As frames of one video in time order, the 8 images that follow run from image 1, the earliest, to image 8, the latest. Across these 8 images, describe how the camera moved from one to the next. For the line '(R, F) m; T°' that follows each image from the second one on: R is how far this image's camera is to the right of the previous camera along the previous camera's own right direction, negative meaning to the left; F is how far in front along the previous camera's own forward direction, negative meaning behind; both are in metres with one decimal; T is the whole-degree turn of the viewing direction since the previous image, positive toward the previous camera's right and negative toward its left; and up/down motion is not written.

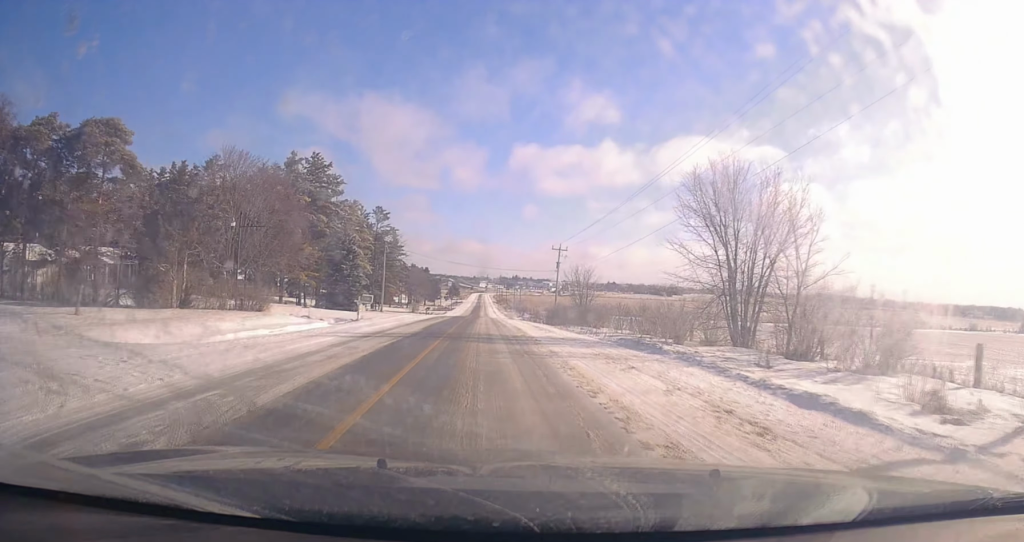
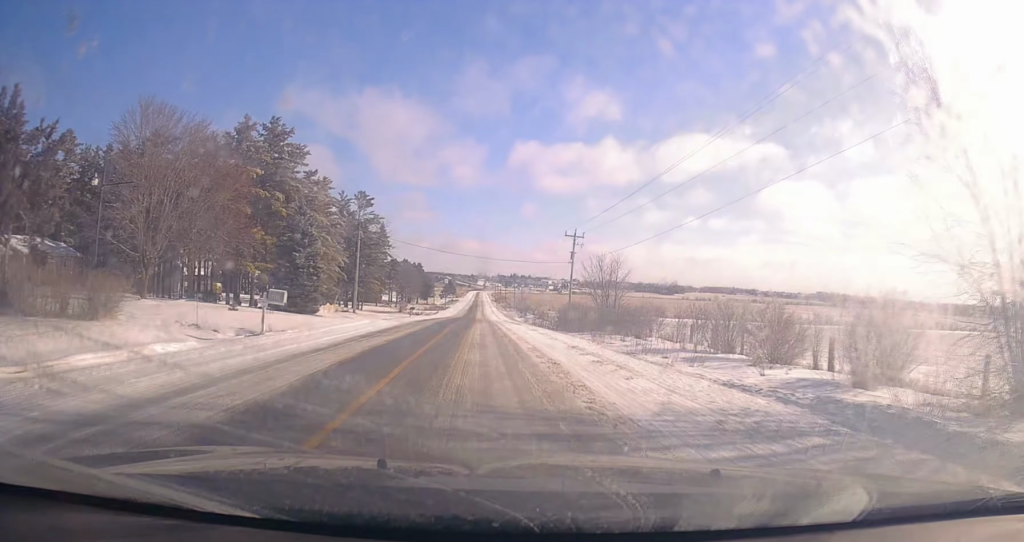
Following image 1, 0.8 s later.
(0.0, +15.1) m; 0°
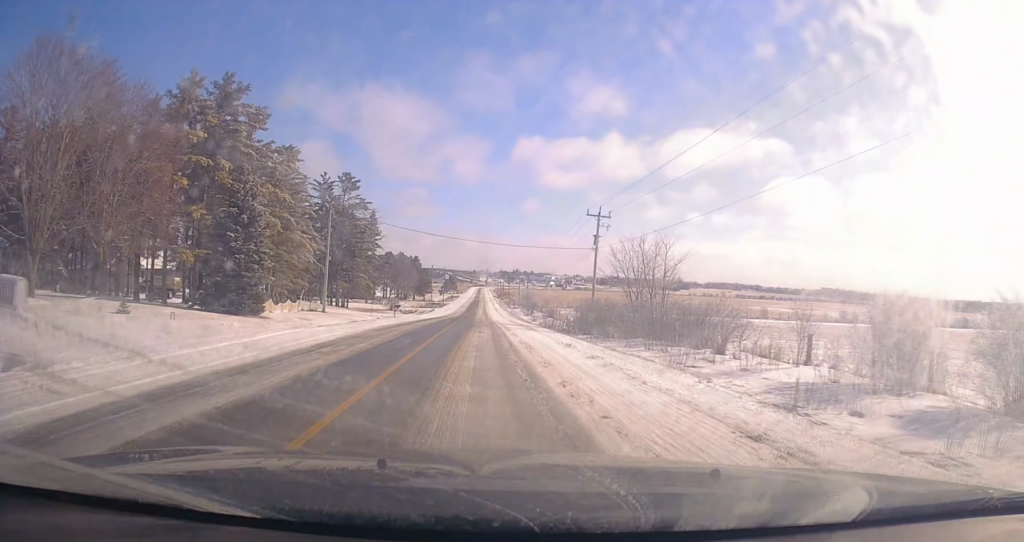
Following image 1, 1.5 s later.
(0.0, +12.5) m; 0°
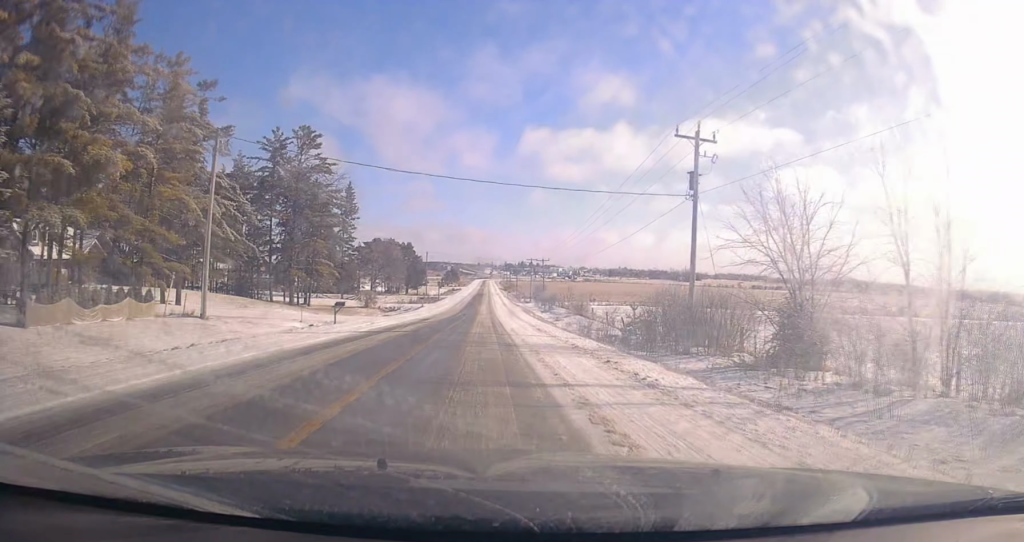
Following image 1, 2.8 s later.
(+0.1, +23.5) m; -1°
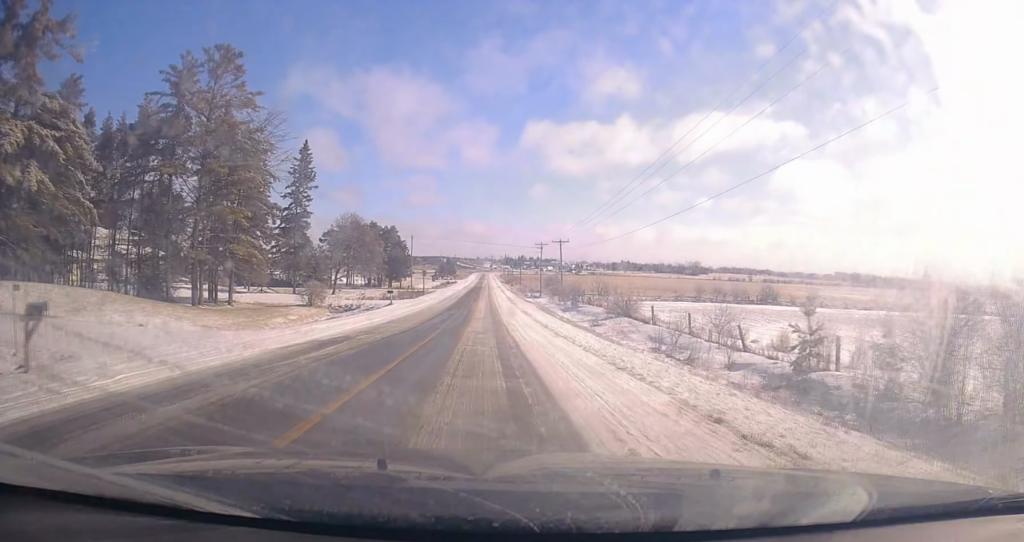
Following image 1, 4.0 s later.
(-0.4, +23.6) m; 0°
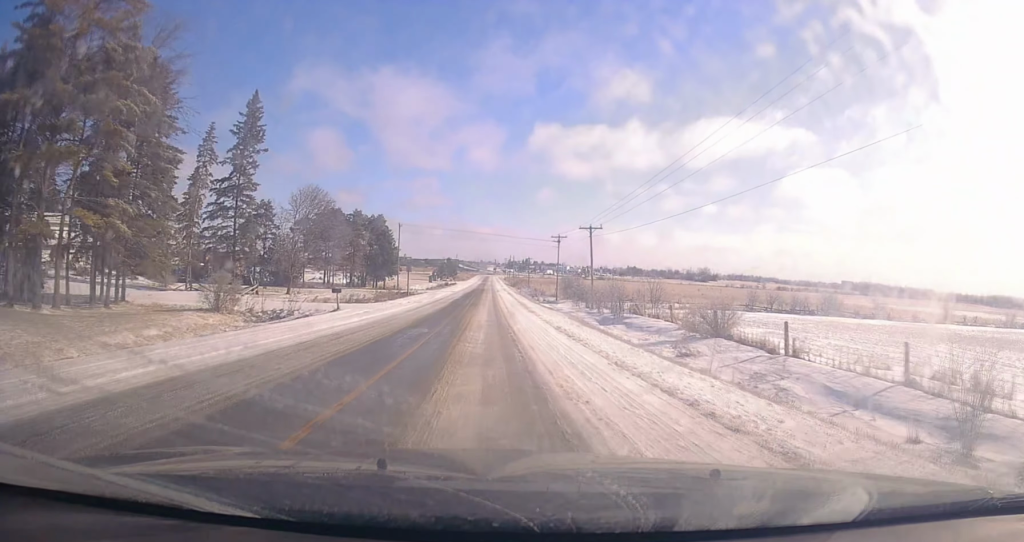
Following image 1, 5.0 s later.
(+0.5, +18.3) m; 0°
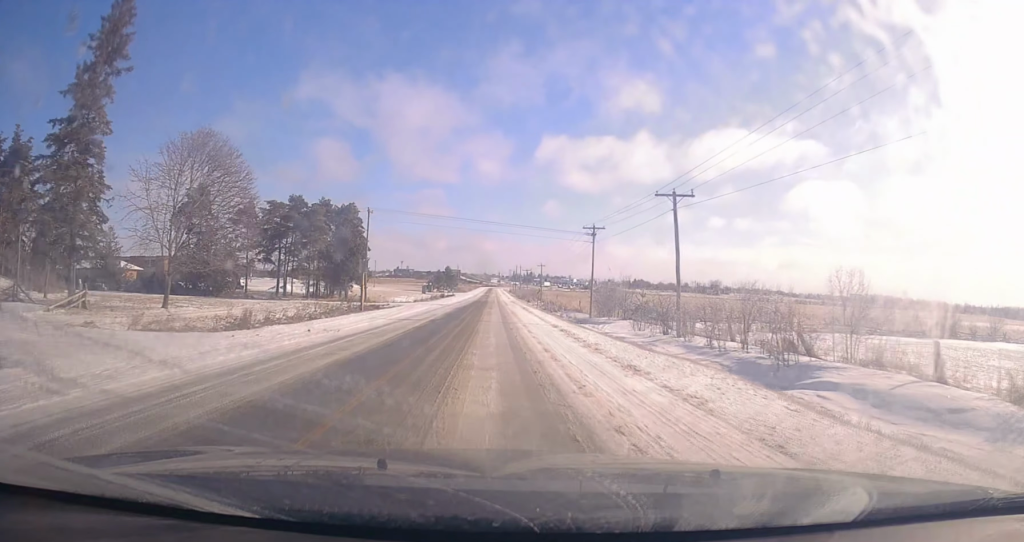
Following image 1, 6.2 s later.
(-0.7, +23.9) m; -1°
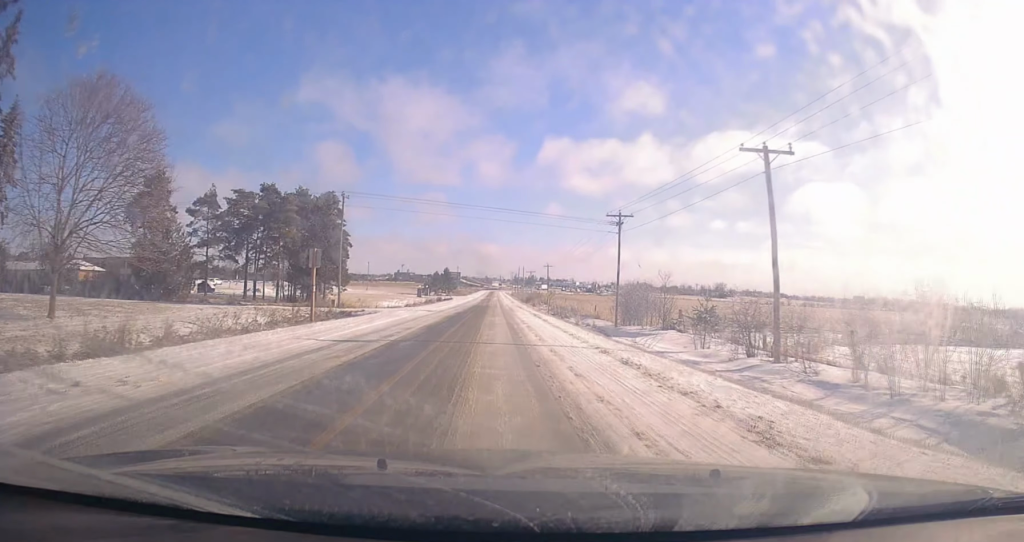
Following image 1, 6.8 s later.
(0.0, +10.8) m; 0°
